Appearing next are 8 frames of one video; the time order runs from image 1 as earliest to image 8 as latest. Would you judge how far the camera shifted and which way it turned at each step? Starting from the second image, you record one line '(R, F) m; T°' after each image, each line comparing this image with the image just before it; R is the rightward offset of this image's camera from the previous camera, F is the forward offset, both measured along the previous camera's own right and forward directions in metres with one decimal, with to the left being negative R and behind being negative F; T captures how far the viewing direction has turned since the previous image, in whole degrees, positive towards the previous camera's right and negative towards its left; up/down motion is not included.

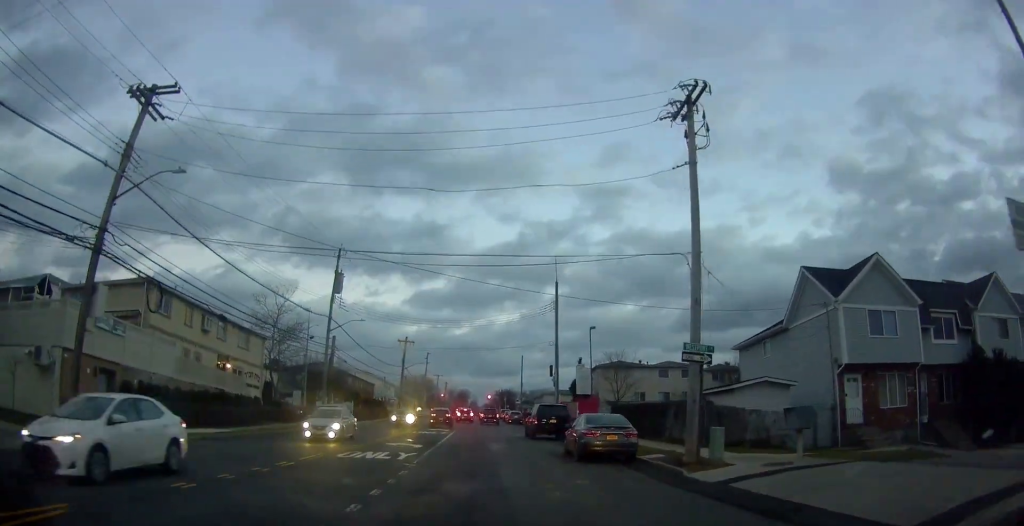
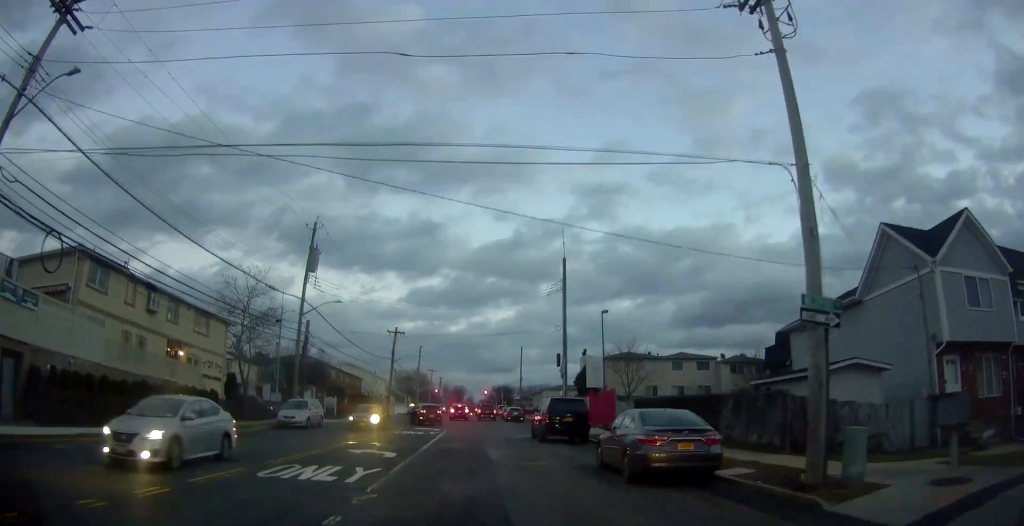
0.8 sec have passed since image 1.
(-0.6, +6.4) m; +1°
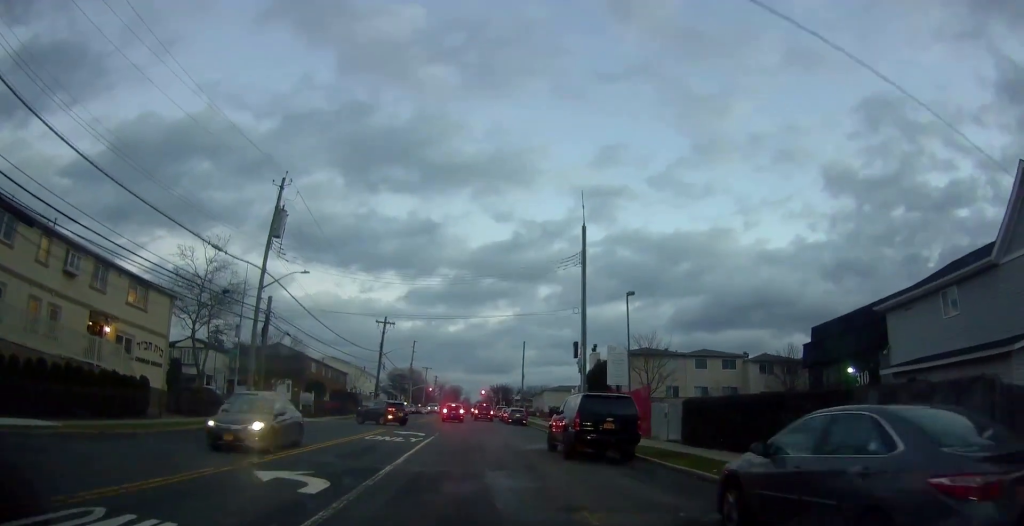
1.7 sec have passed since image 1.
(+0.4, +7.3) m; +3°
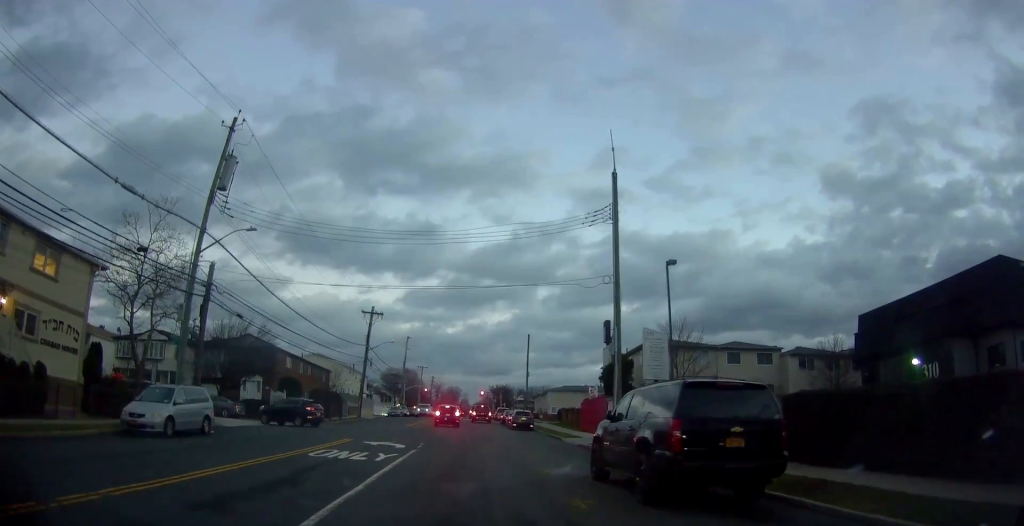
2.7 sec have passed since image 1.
(+0.2, +8.0) m; +1°
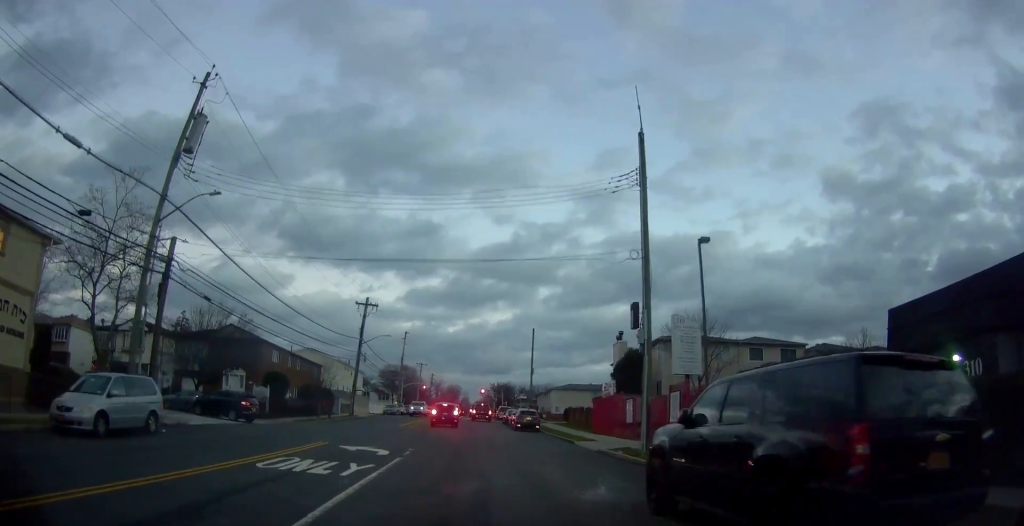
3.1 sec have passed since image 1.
(-0.1, +3.8) m; -1°
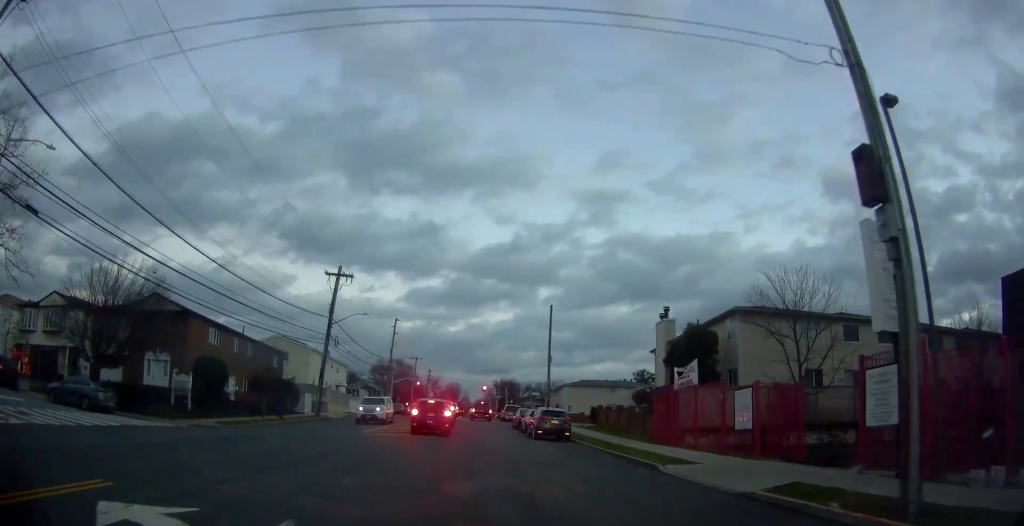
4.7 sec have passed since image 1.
(+0.1, +12.9) m; +1°
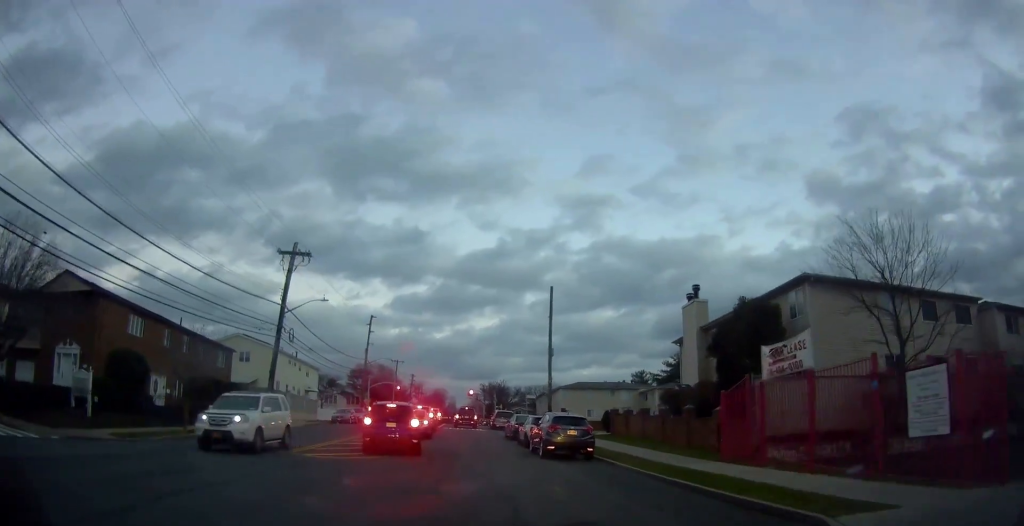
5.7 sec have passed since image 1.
(+0.2, +8.5) m; -1°
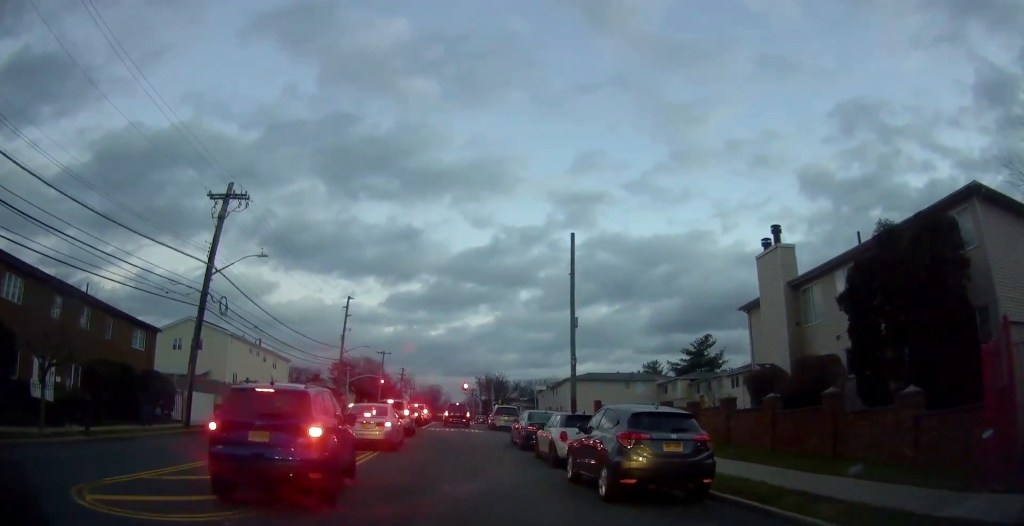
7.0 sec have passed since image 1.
(-0.5, +11.1) m; +1°
